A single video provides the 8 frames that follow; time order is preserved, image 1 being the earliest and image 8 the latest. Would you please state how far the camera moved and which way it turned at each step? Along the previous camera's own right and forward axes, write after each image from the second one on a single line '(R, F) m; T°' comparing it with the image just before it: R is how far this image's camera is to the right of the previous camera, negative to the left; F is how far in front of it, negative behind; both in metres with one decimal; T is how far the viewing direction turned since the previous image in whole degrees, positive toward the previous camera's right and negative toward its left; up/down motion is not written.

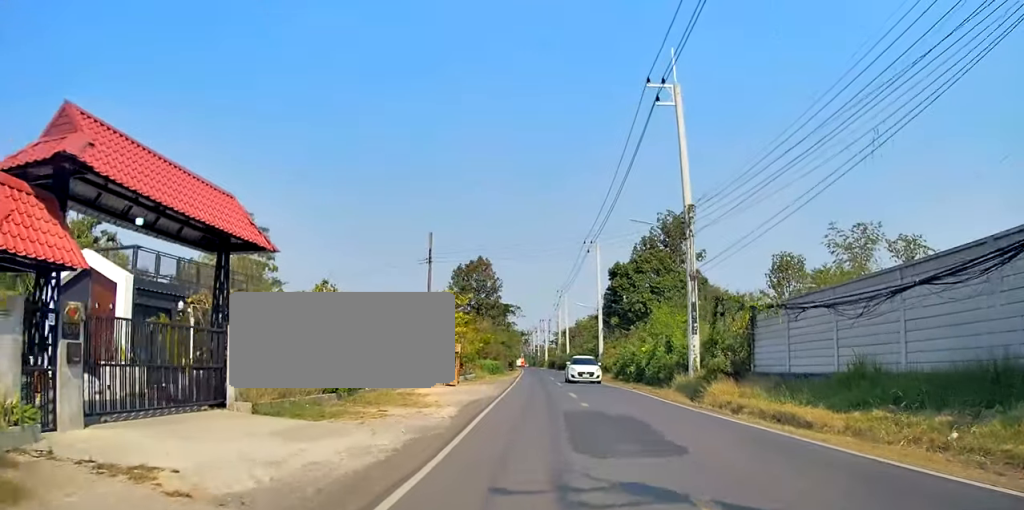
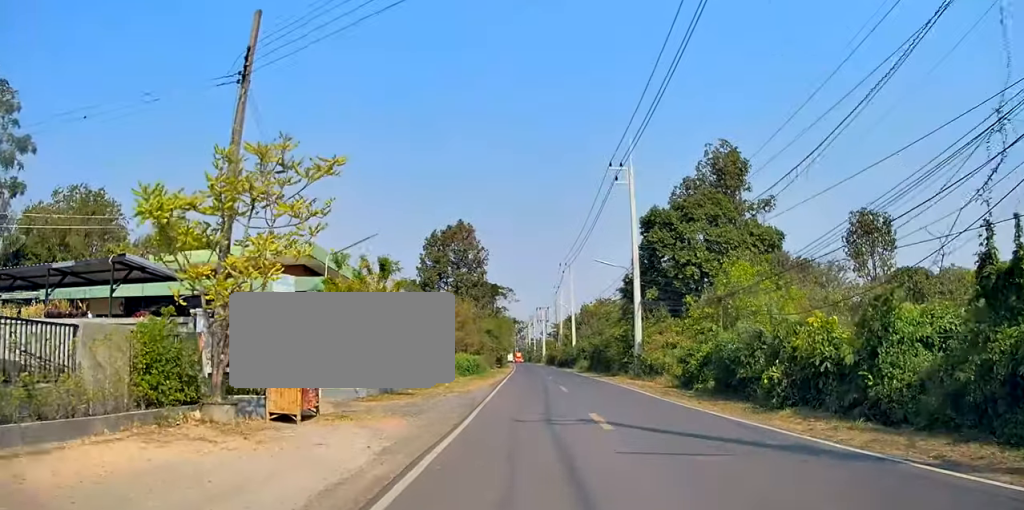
(+1.5, +22.3) m; +5°
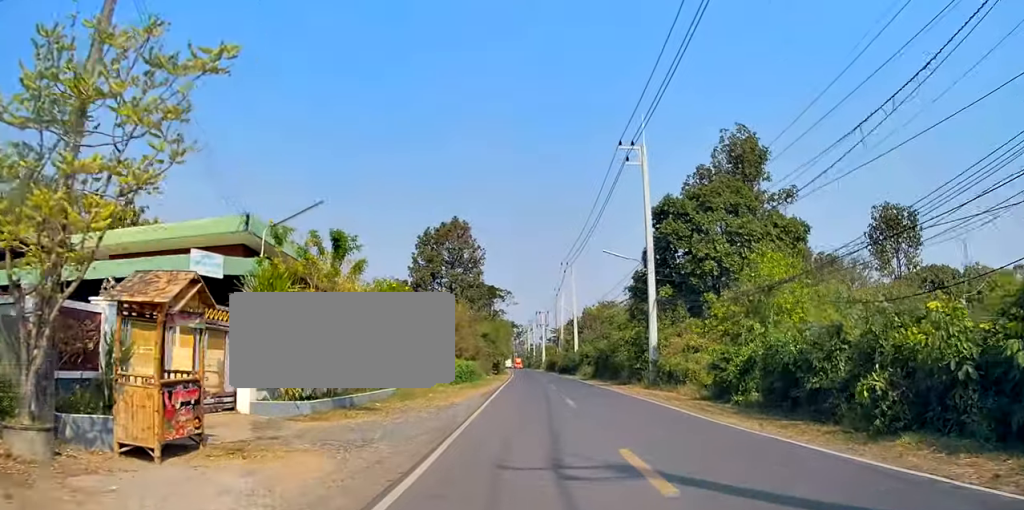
(+0.1, +4.8) m; -1°
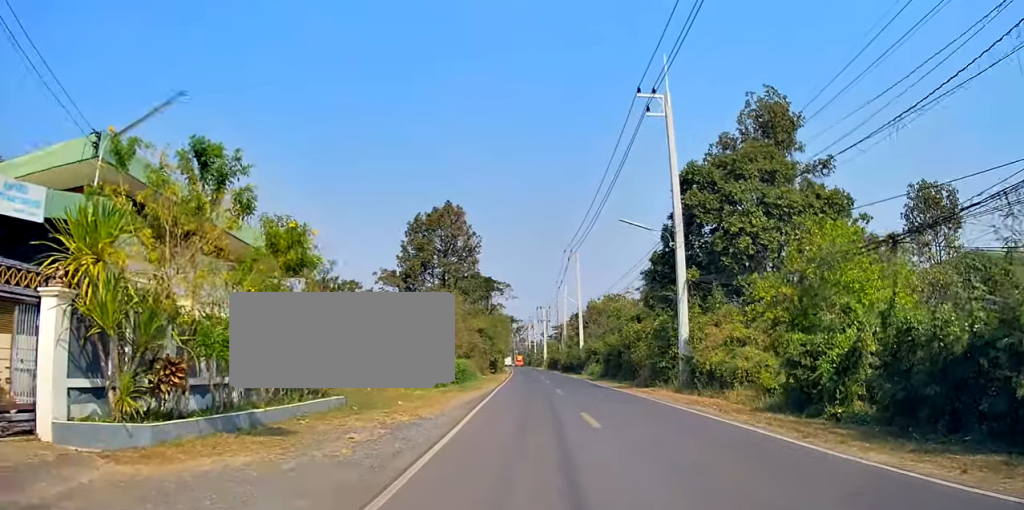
(-0.4, +6.1) m; -2°
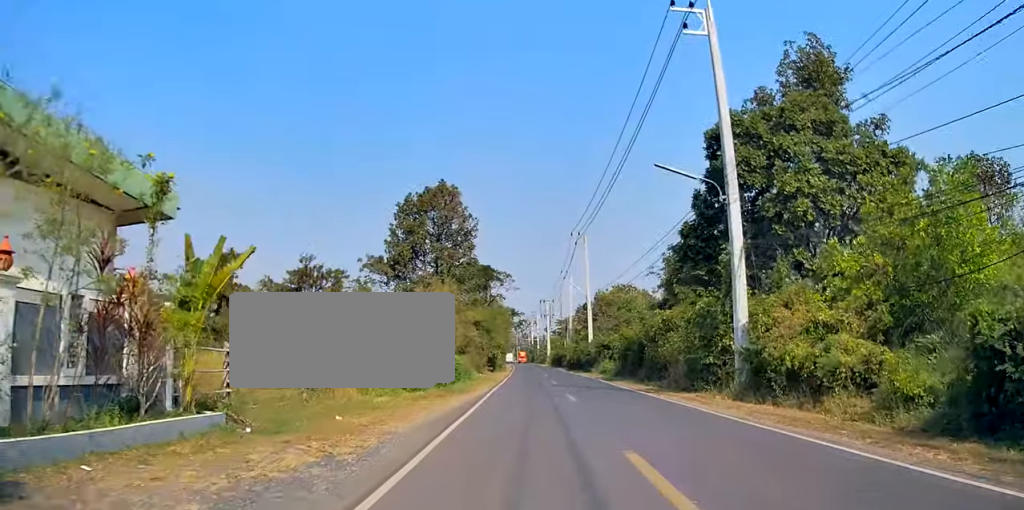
(-0.2, +6.8) m; -1°
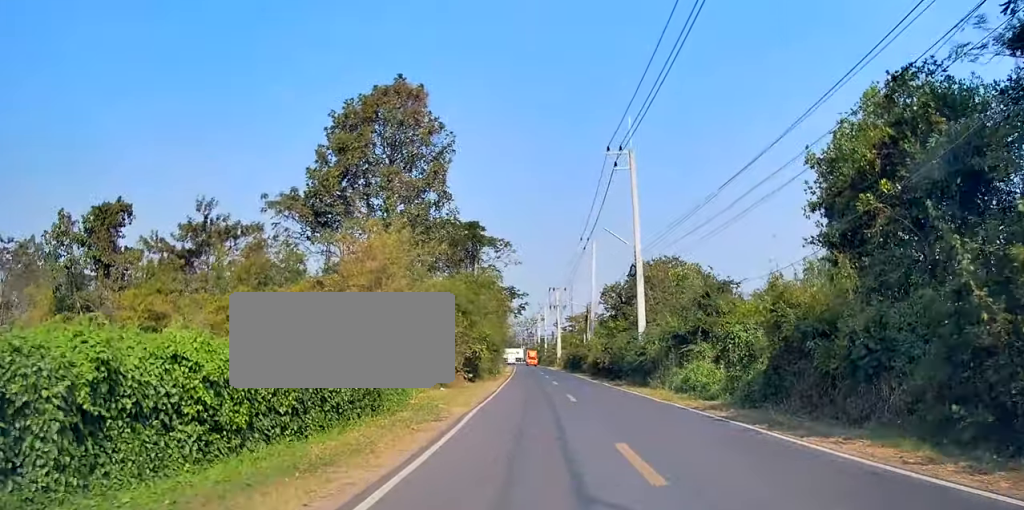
(+0.1, +22.3) m; 0°
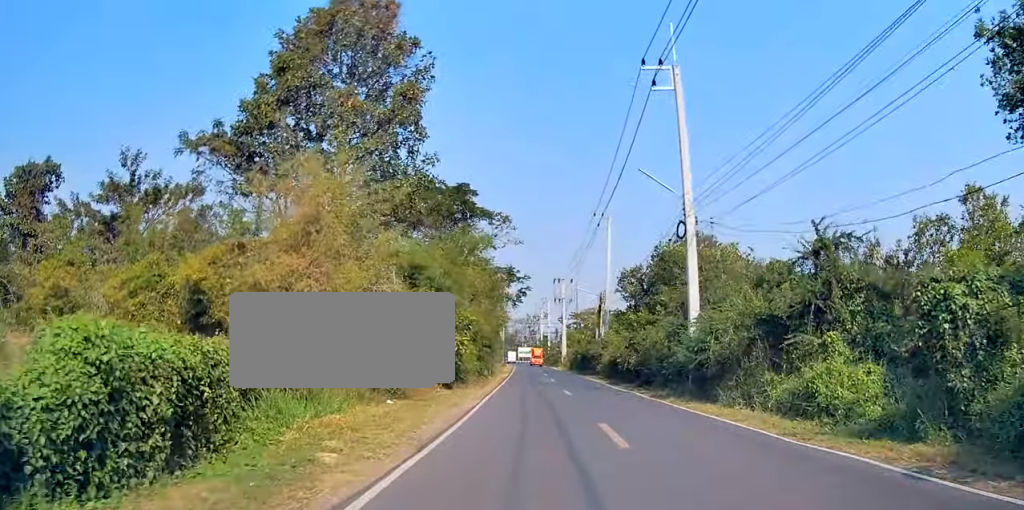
(0.0, +9.8) m; 0°
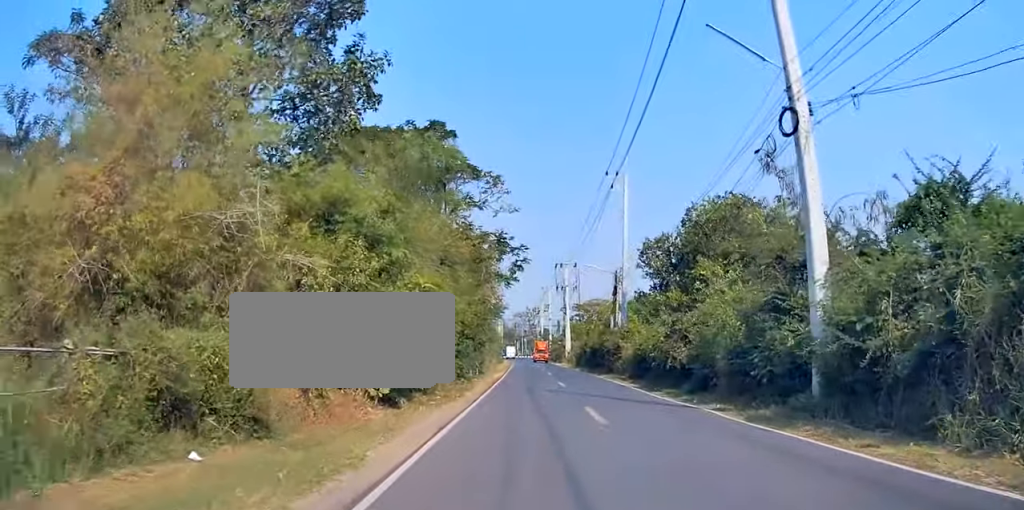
(+0.1, +9.8) m; 0°
